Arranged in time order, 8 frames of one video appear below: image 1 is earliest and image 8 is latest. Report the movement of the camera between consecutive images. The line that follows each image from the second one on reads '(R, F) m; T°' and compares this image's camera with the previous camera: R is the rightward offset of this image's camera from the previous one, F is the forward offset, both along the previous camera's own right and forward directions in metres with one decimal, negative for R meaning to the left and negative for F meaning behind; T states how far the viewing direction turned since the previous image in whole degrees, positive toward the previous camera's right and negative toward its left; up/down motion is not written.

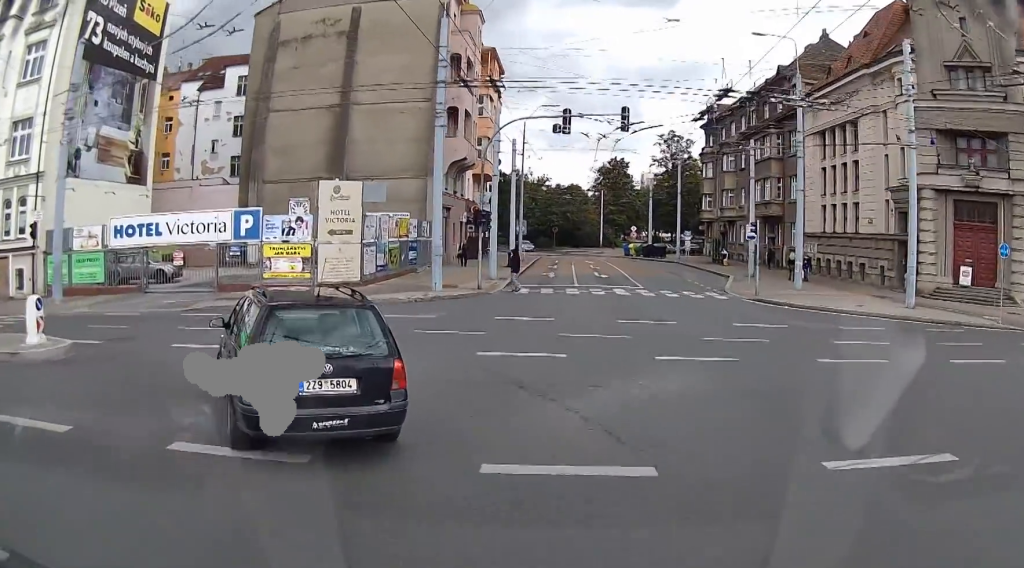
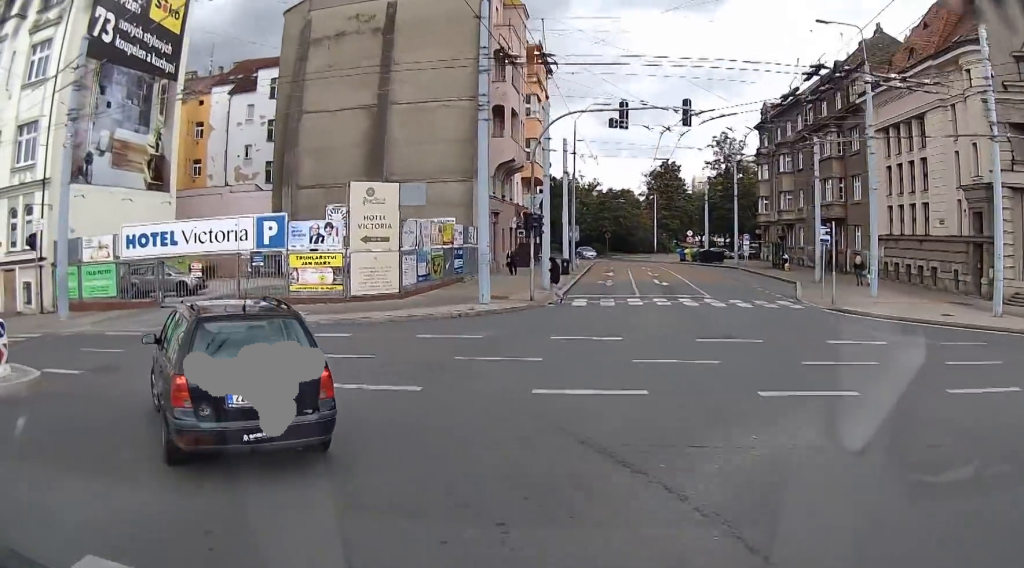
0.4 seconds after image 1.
(+0.3, +2.8) m; -7°
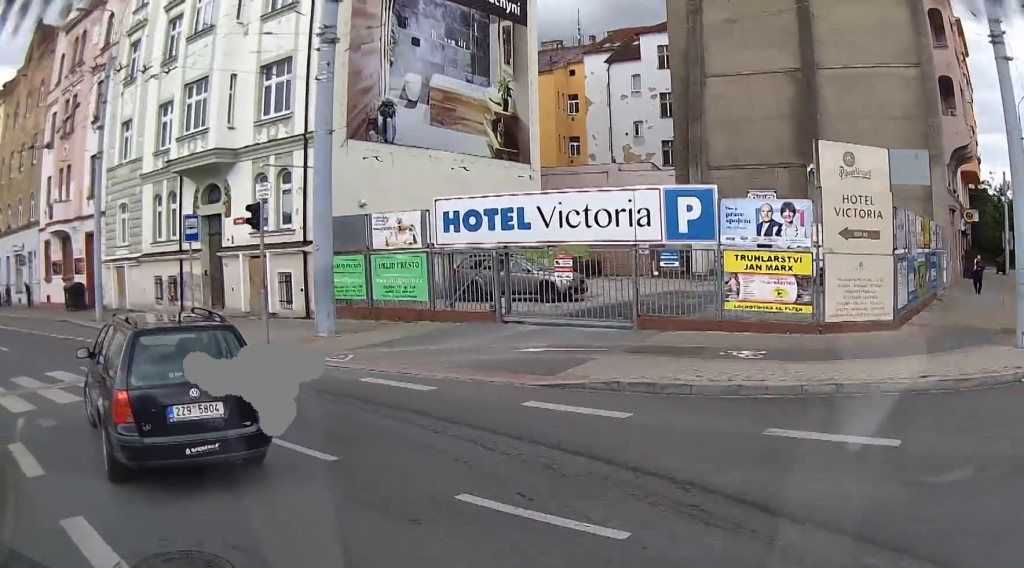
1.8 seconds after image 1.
(-2.2, +9.2) m; -20°
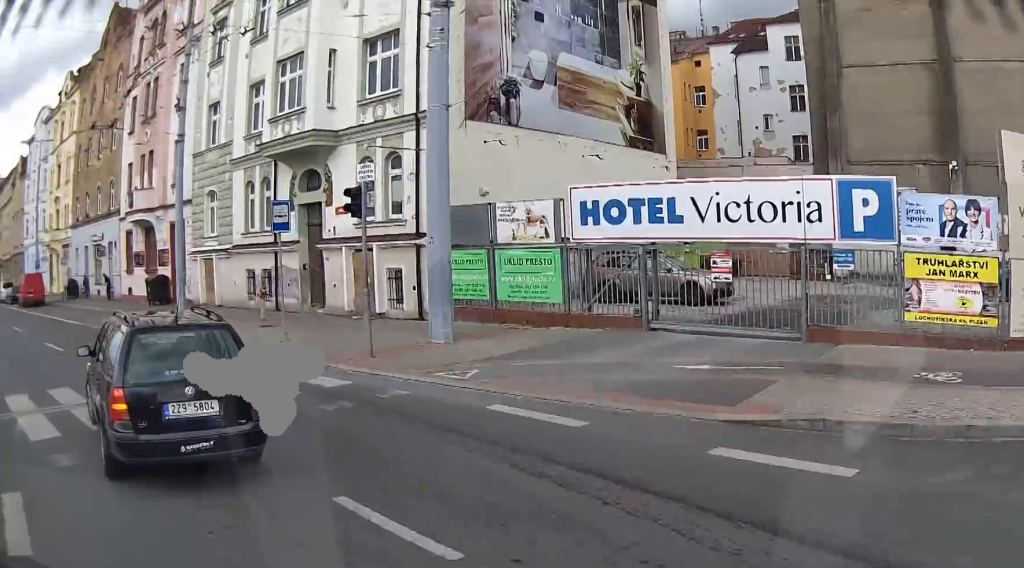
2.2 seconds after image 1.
(+0.2, +2.9) m; -6°
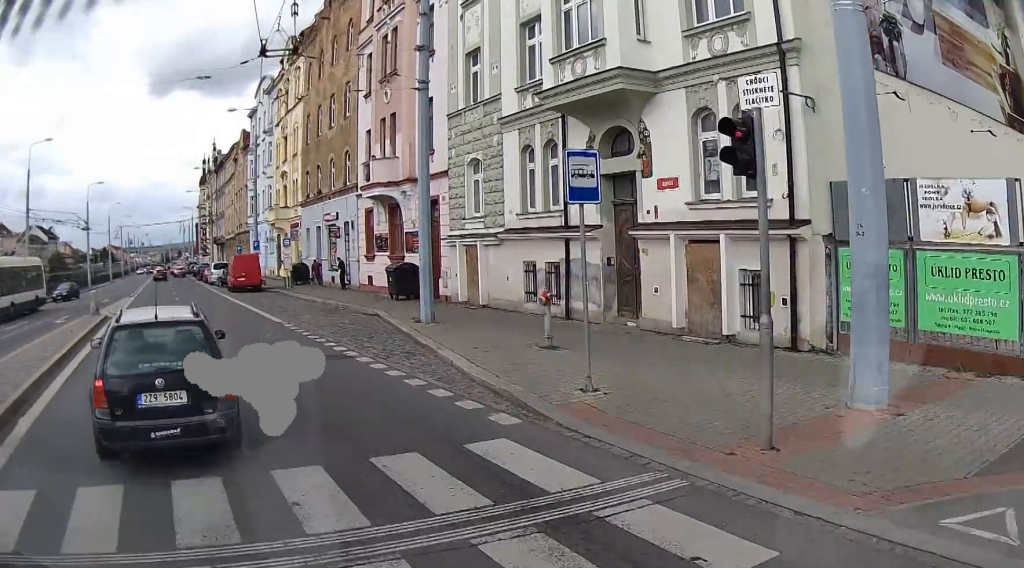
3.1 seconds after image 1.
(-1.1, +6.4) m; -17°
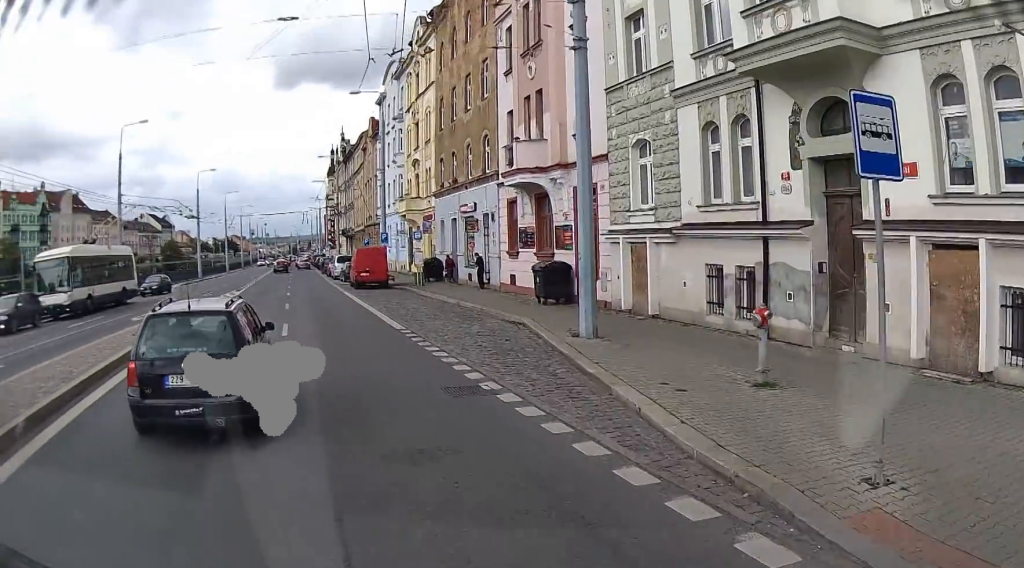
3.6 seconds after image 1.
(-0.3, +3.8) m; -10°
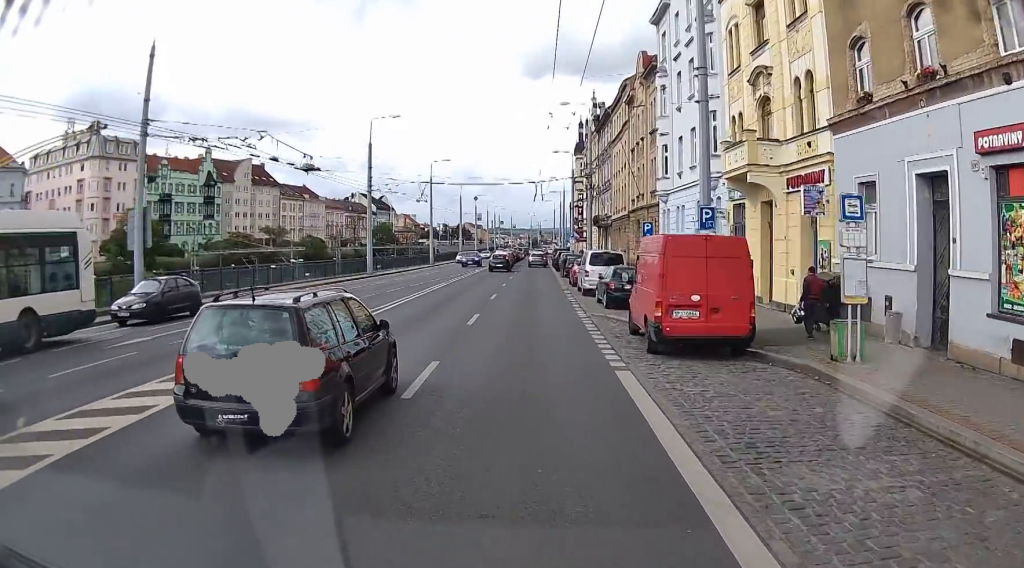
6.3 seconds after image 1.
(-7.7, +23.5) m; -28°
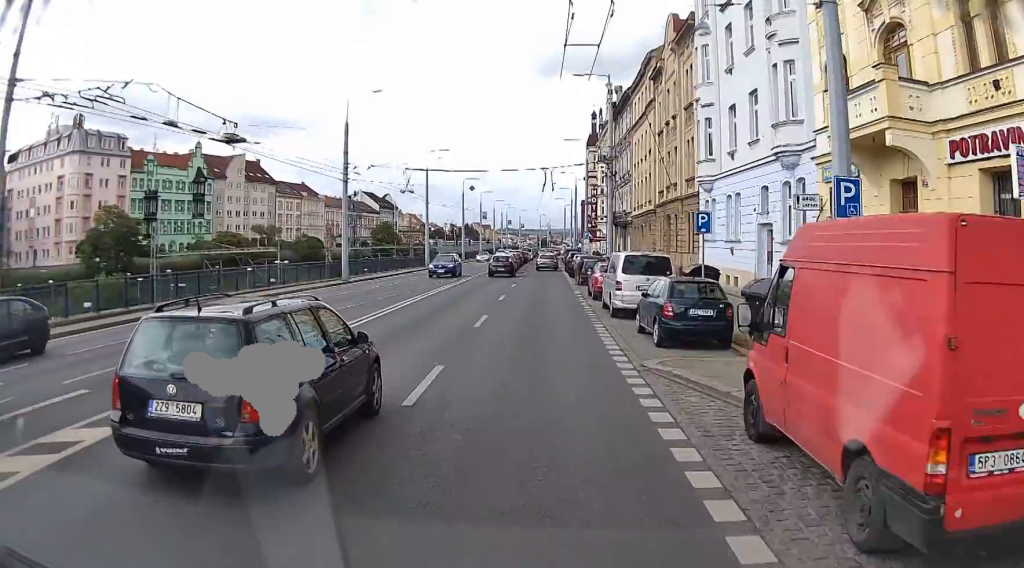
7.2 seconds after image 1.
(-0.5, +10.0) m; -3°
